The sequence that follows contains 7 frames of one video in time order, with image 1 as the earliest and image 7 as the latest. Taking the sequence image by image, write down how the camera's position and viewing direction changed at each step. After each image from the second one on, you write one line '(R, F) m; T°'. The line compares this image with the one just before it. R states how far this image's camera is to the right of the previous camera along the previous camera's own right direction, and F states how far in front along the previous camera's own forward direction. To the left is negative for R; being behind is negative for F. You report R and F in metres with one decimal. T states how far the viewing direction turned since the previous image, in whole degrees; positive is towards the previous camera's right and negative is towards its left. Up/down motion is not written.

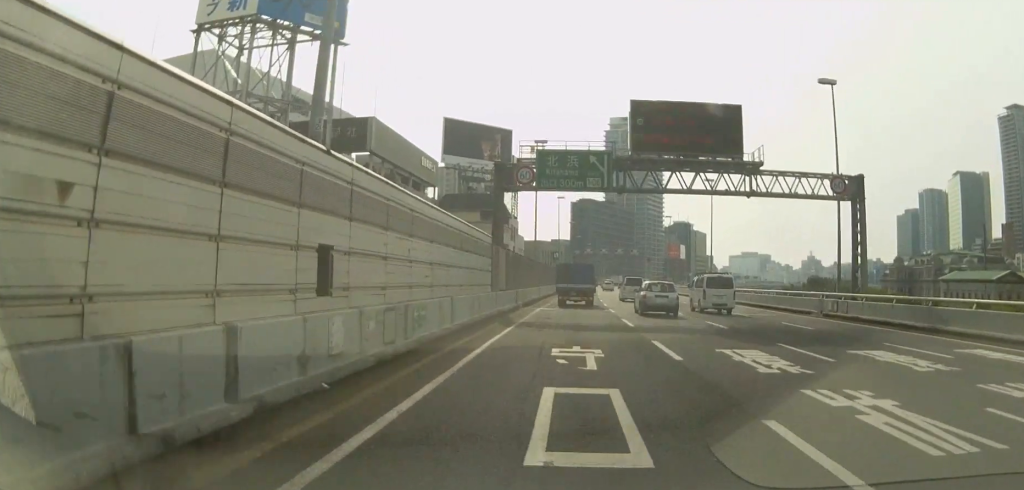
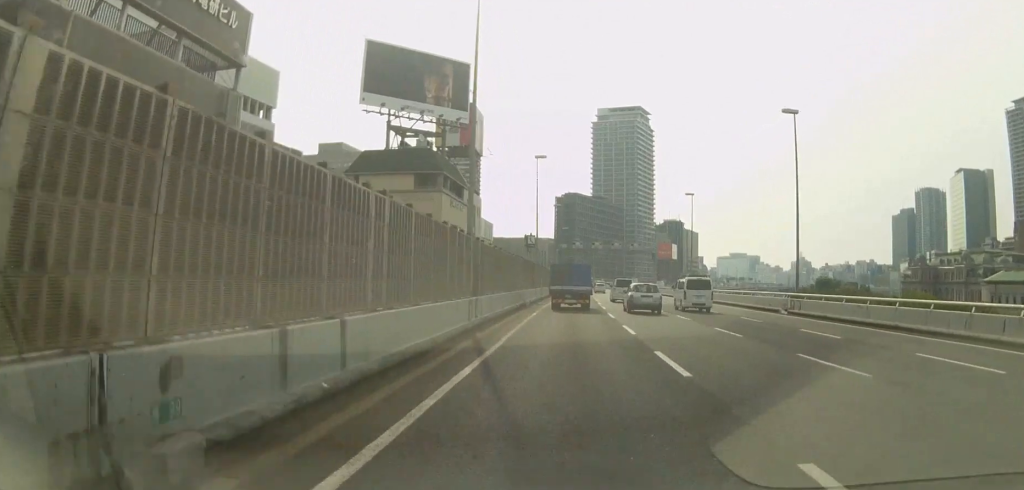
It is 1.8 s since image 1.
(+0.1, +32.2) m; +2°
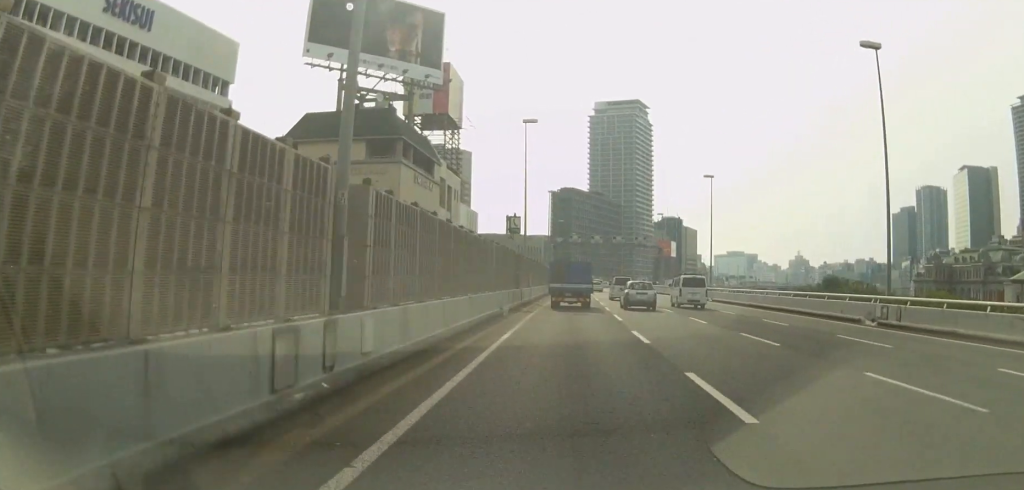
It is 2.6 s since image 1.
(+0.4, +13.4) m; 0°
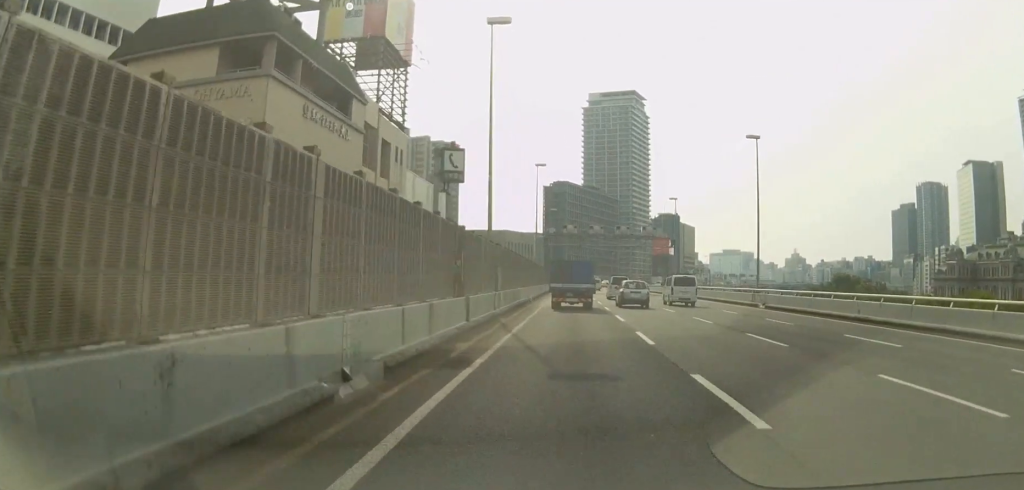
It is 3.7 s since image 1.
(-0.5, +19.6) m; 0°
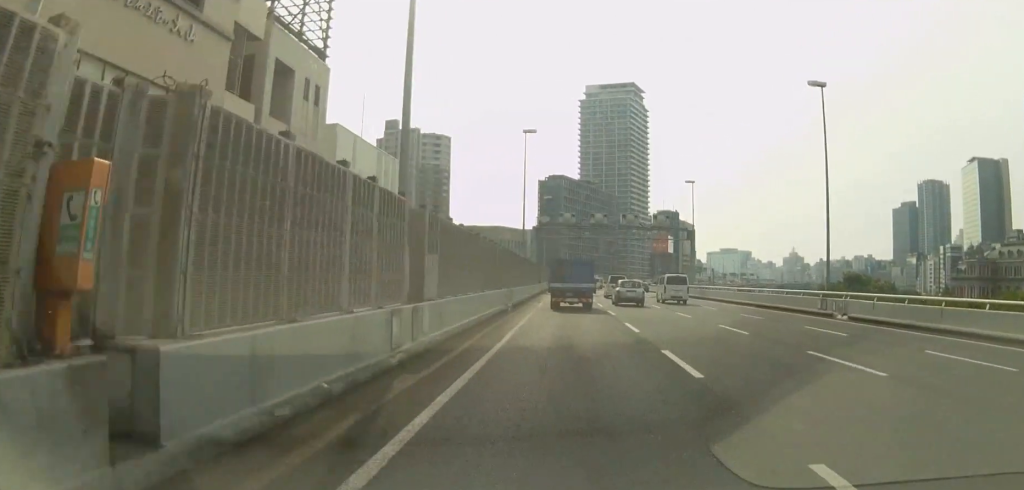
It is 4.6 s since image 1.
(+0.5, +14.8) m; 0°
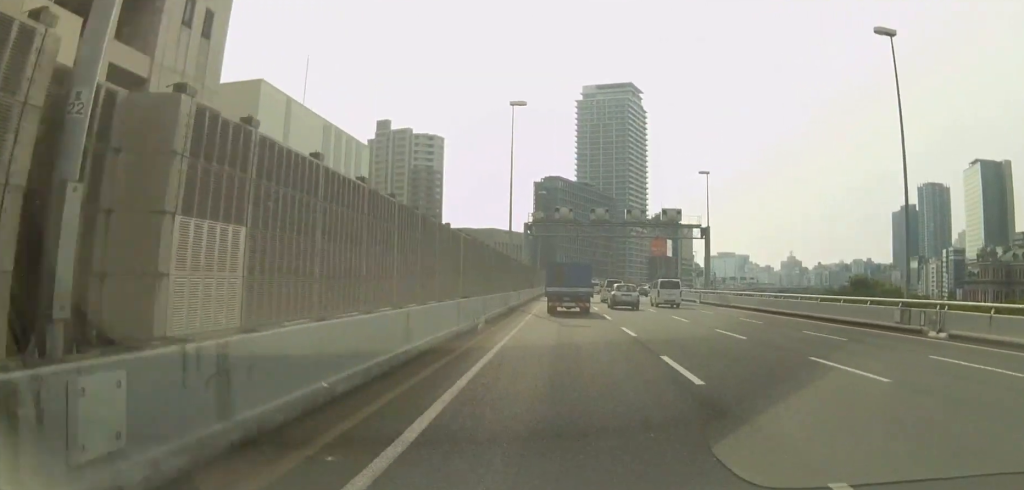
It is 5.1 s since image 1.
(-0.1, +9.7) m; 0°
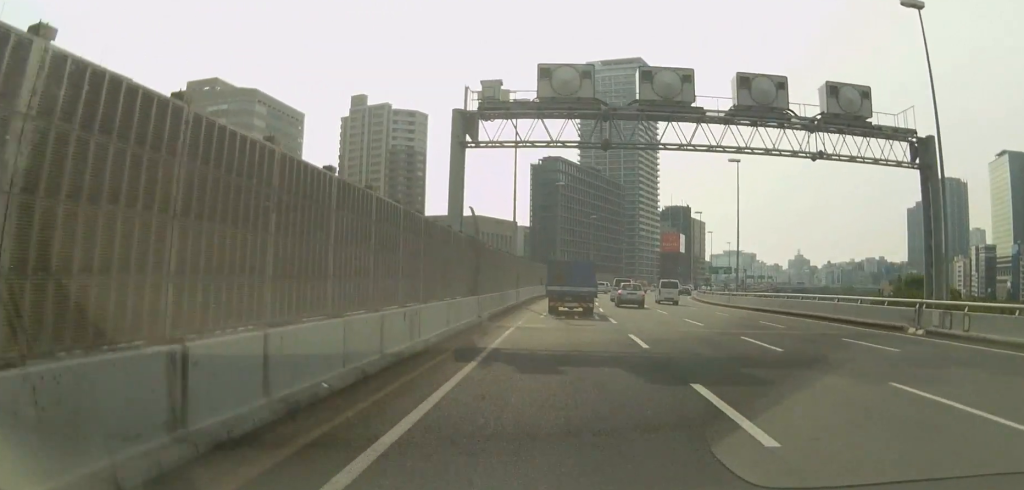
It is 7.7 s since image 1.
(+0.8, +43.4) m; +2°
